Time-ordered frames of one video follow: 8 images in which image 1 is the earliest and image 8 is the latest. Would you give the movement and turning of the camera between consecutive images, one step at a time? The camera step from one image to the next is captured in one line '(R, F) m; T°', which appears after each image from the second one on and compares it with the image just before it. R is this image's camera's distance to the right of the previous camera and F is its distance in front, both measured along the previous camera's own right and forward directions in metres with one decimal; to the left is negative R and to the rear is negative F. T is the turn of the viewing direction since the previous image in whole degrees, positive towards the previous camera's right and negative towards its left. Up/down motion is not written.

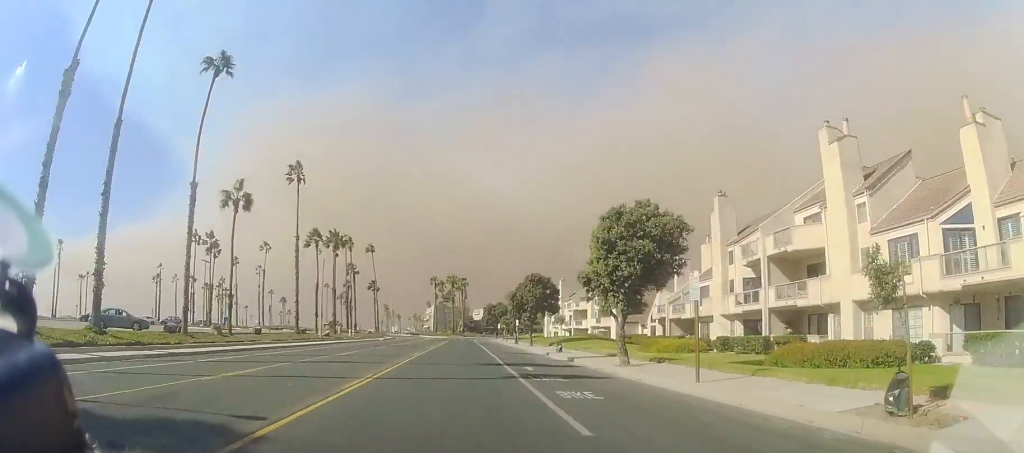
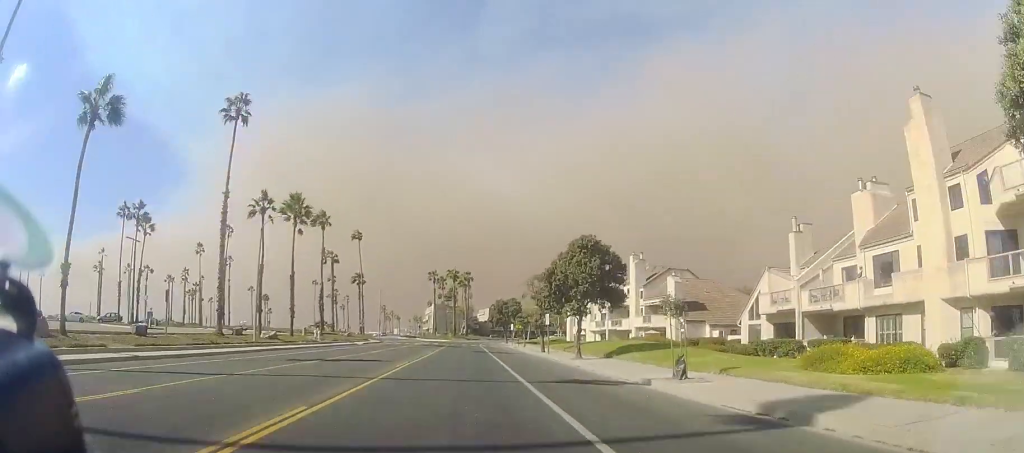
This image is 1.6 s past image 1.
(+0.7, +21.2) m; +1°
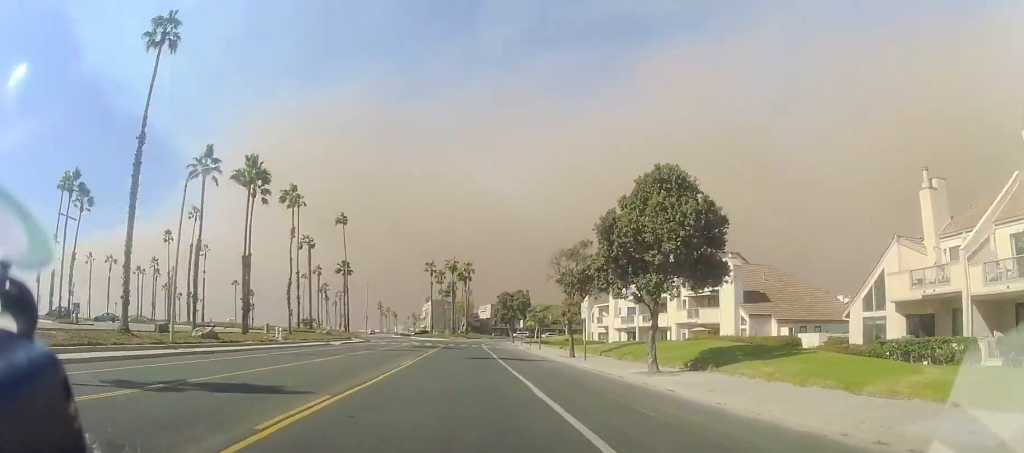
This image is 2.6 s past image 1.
(-0.3, +13.1) m; -1°
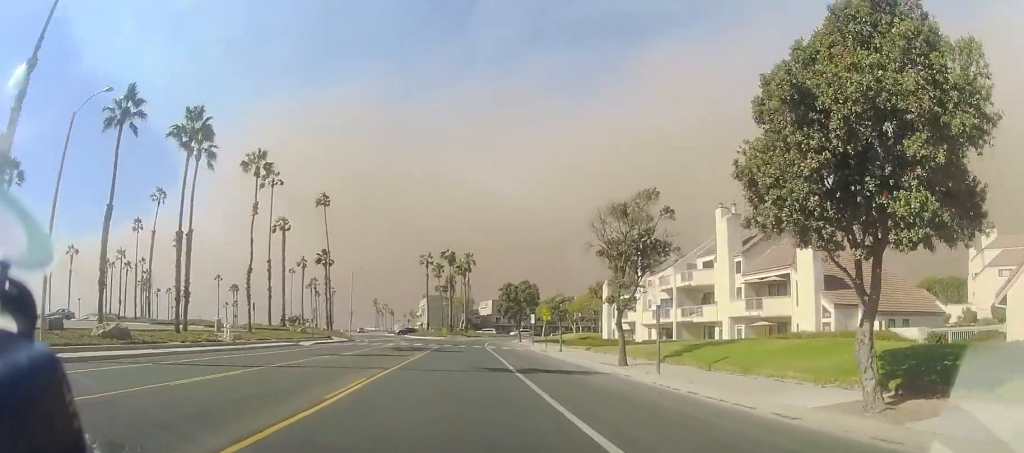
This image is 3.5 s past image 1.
(0.0, +11.3) m; 0°
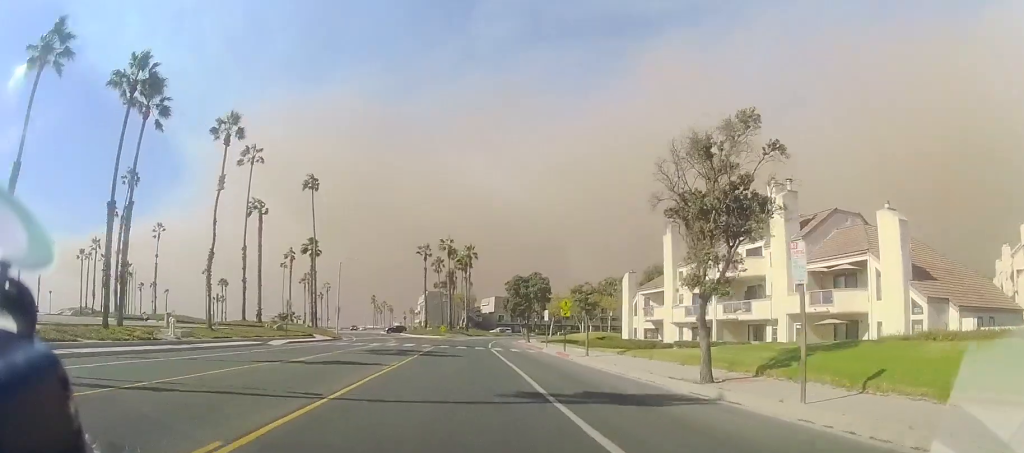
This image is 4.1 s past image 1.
(+0.3, +8.1) m; 0°
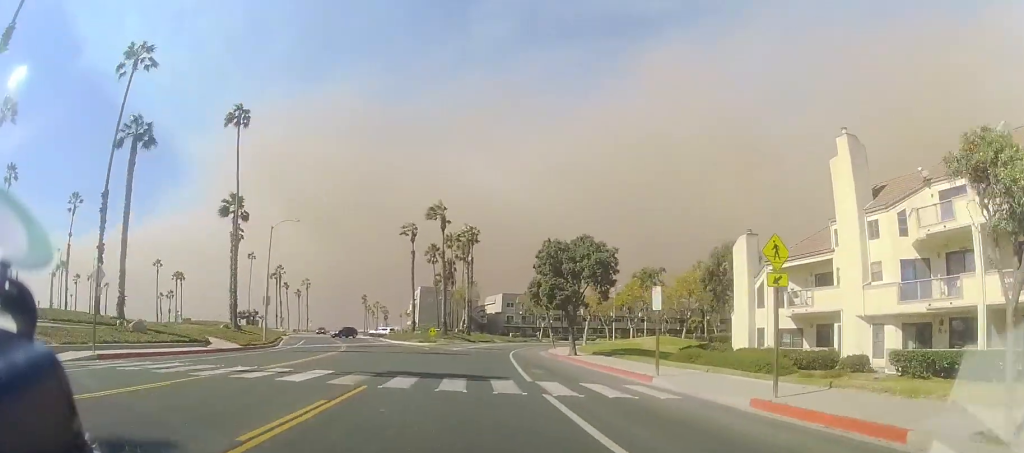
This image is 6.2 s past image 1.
(-1.0, +25.0) m; +1°
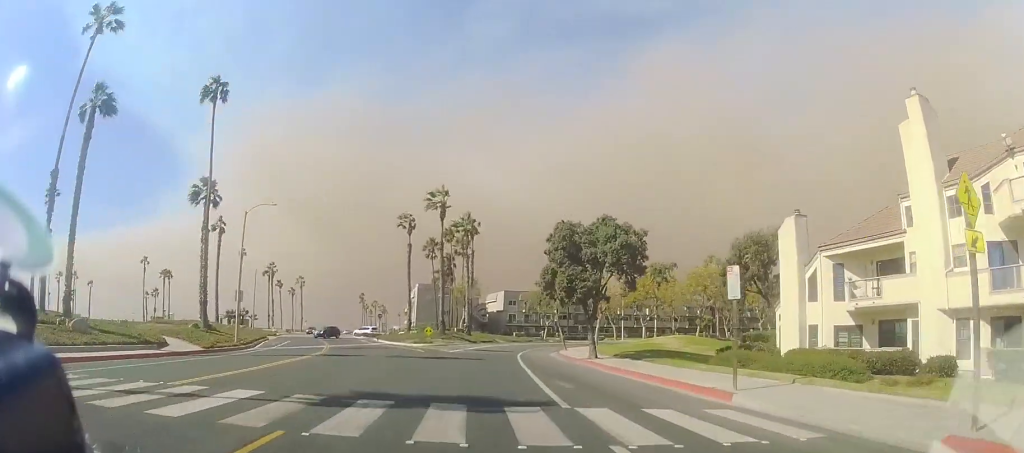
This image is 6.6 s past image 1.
(+0.3, +5.6) m; 0°
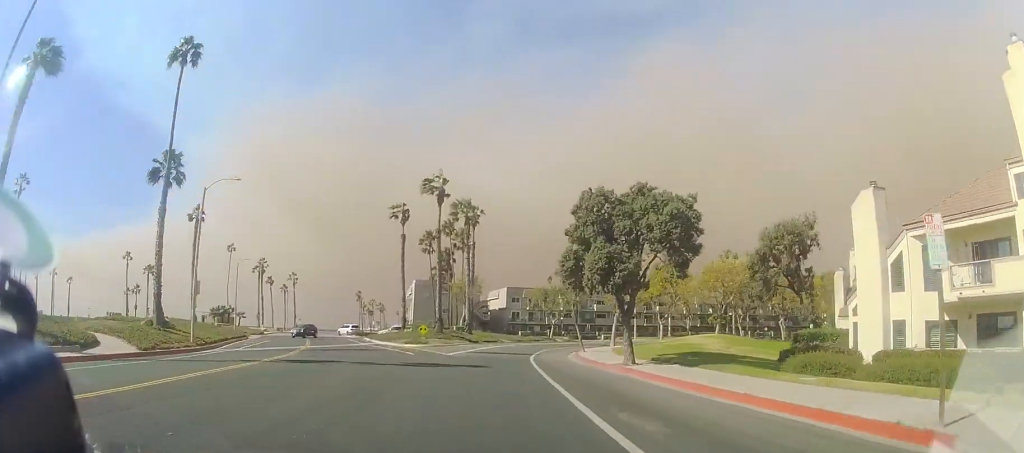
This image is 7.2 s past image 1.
(+0.3, +6.7) m; 0°
